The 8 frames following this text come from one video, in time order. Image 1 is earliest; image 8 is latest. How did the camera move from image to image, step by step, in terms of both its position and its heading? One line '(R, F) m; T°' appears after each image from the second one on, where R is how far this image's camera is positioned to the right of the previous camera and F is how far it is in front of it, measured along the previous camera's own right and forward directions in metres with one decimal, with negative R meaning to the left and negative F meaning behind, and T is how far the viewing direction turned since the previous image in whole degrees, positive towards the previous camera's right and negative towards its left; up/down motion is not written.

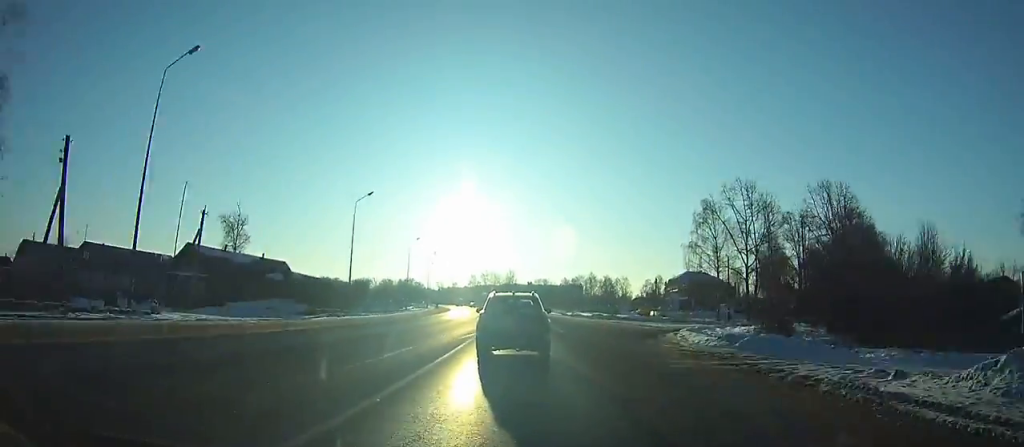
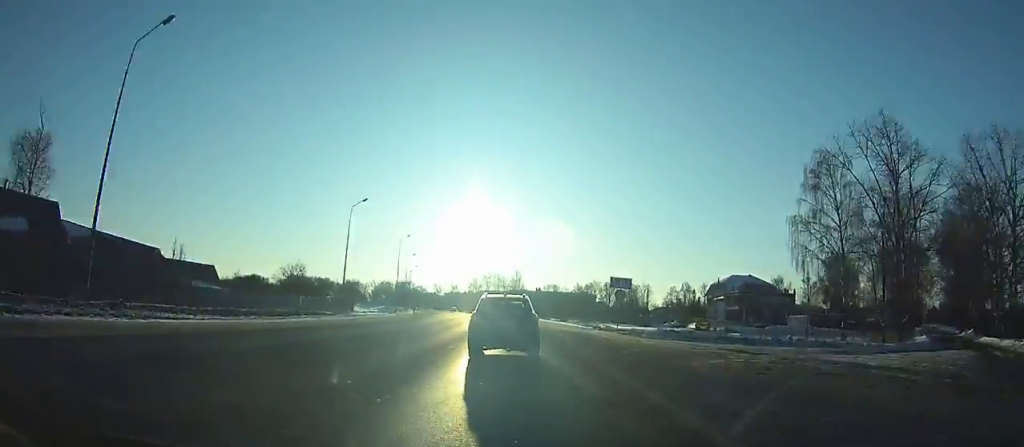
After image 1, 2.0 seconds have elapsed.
(-0.2, +34.6) m; -2°
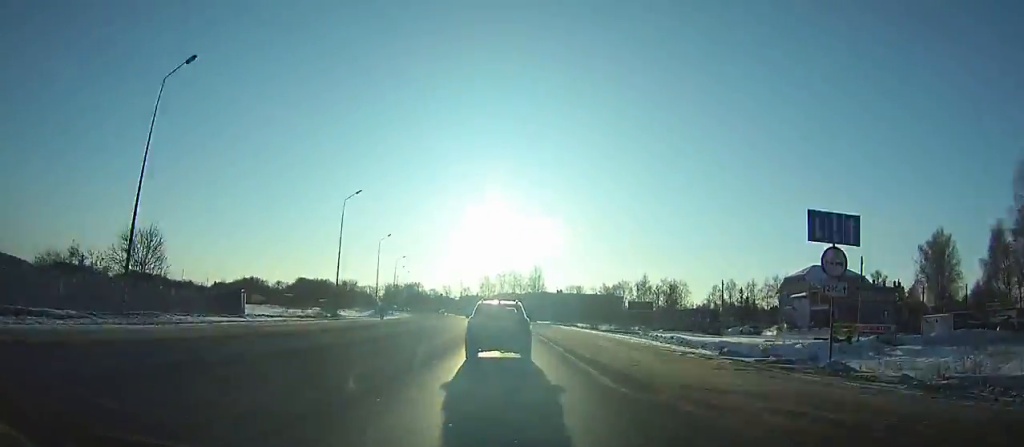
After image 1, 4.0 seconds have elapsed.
(-0.1, +34.0) m; -2°
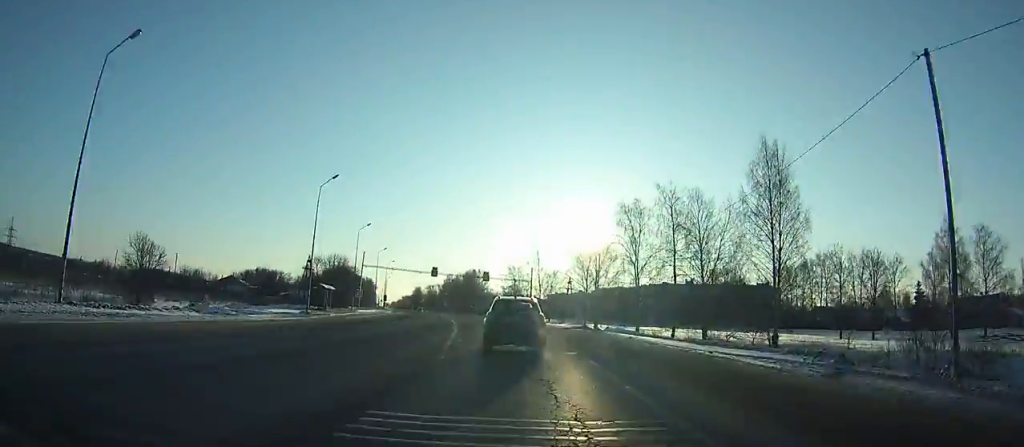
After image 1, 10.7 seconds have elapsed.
(-10.0, +111.2) m; -10°
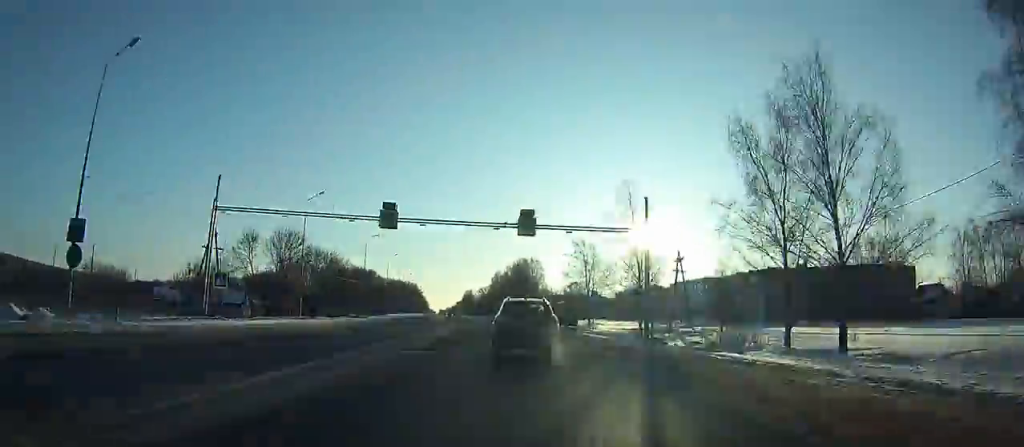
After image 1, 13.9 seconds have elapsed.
(-2.4, +53.1) m; -5°
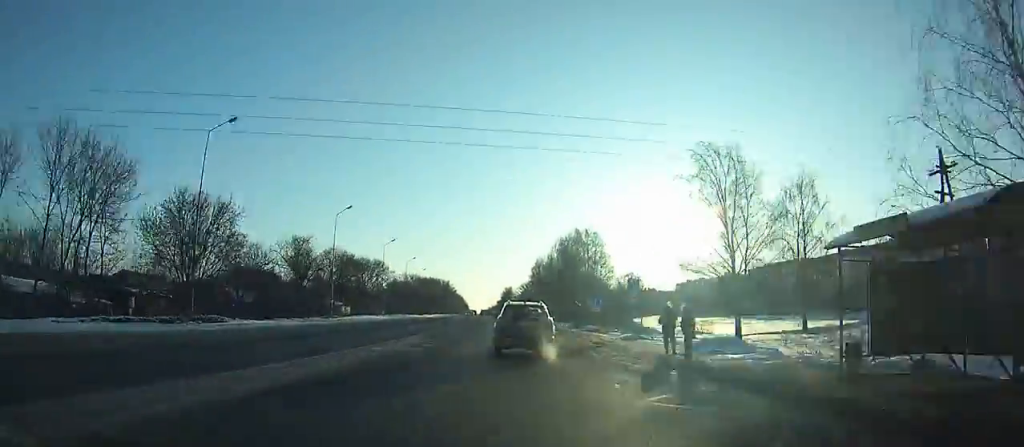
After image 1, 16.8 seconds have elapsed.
(-1.5, +48.0) m; -4°
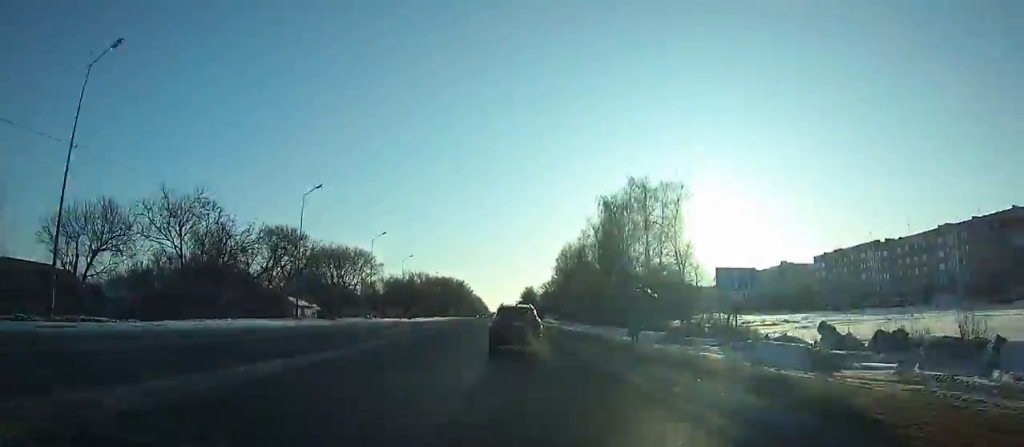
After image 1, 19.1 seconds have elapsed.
(-0.8, +38.0) m; -3°
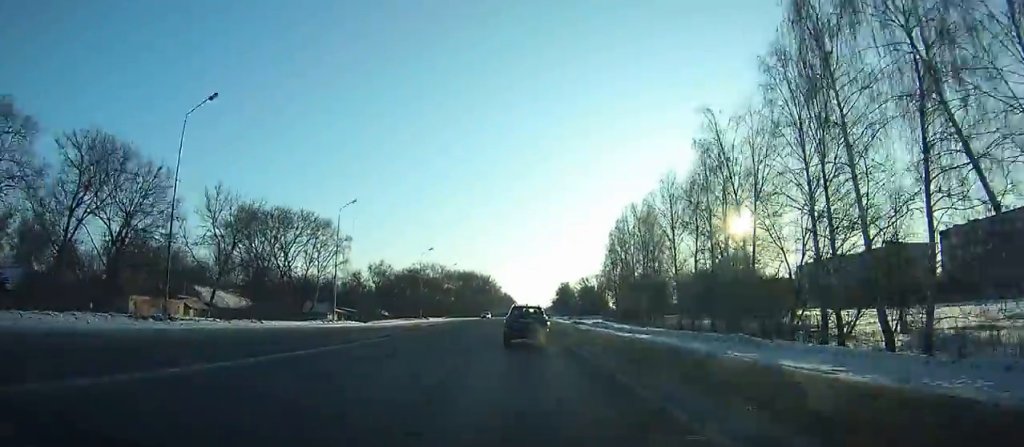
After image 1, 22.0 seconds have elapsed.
(-1.4, +48.6) m; -2°
